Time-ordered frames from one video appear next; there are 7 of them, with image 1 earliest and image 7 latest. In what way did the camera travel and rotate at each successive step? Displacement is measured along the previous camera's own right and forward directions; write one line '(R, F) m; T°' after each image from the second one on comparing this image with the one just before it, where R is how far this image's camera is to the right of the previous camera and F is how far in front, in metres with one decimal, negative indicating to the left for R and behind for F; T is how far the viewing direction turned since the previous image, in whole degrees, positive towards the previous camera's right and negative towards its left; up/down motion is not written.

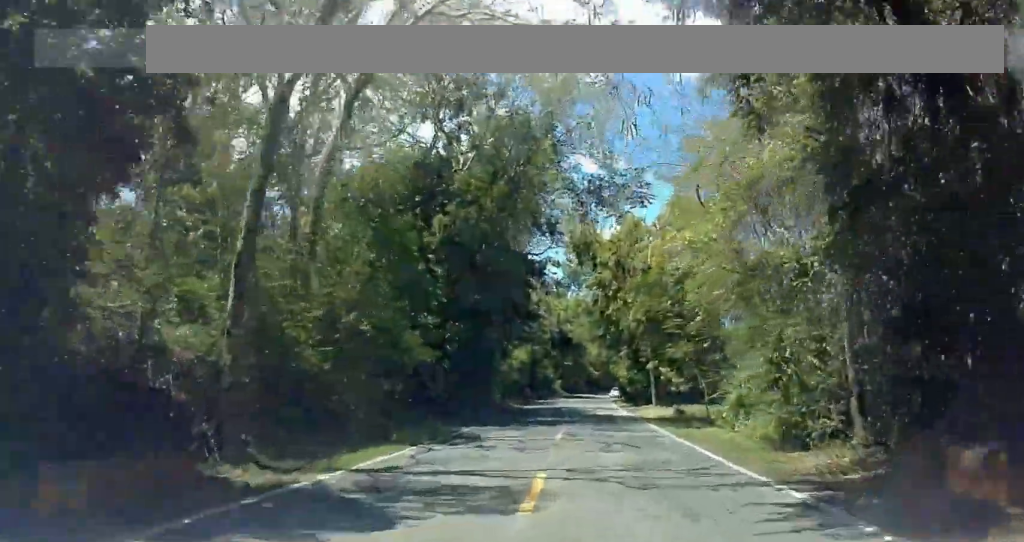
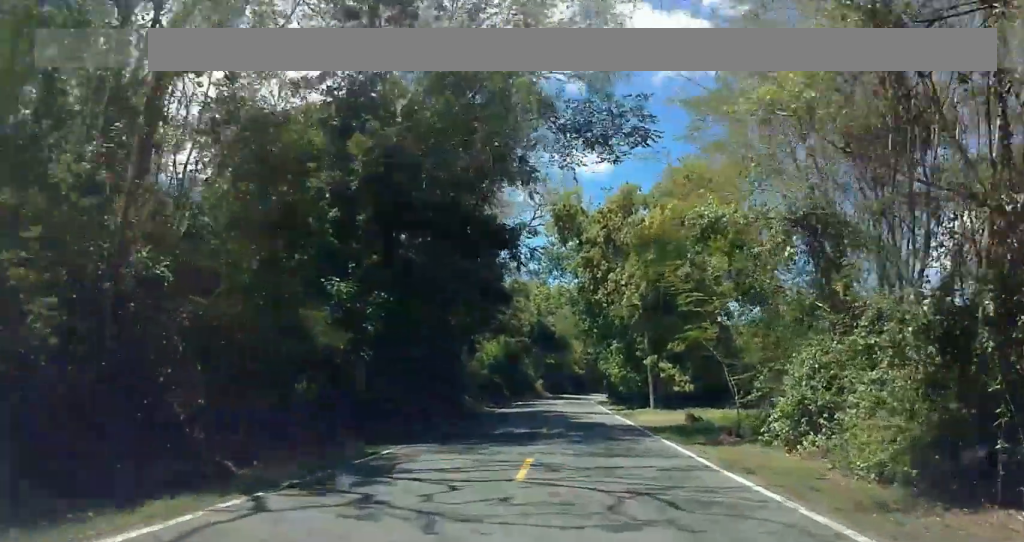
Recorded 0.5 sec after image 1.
(0.0, +8.9) m; 0°
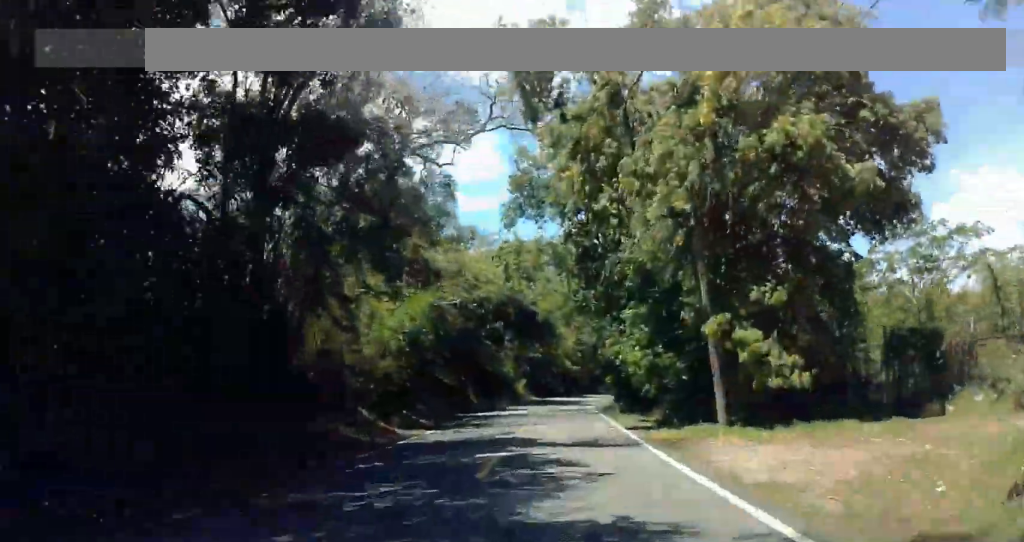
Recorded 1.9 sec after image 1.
(0.0, +22.1) m; 0°
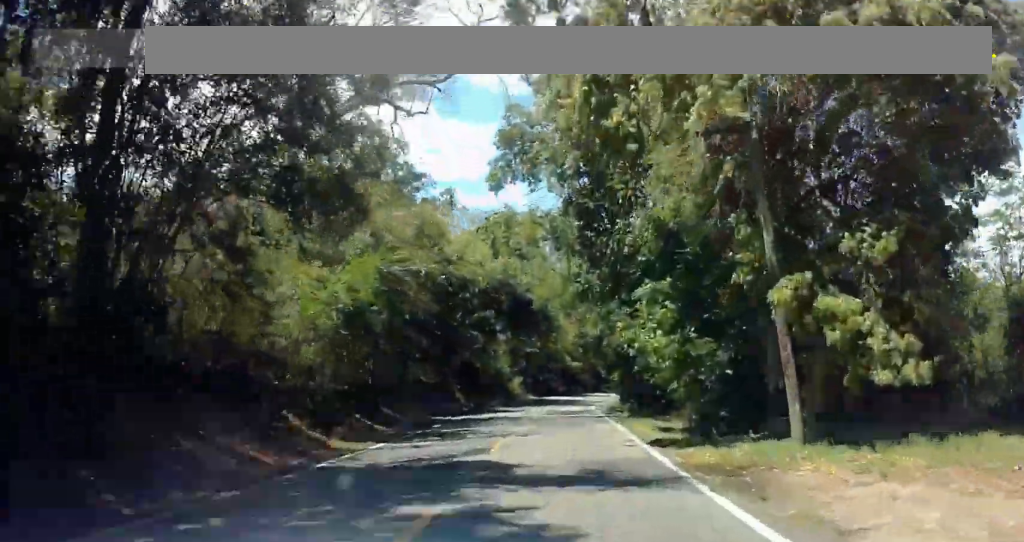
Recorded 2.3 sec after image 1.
(0.0, +7.0) m; 0°
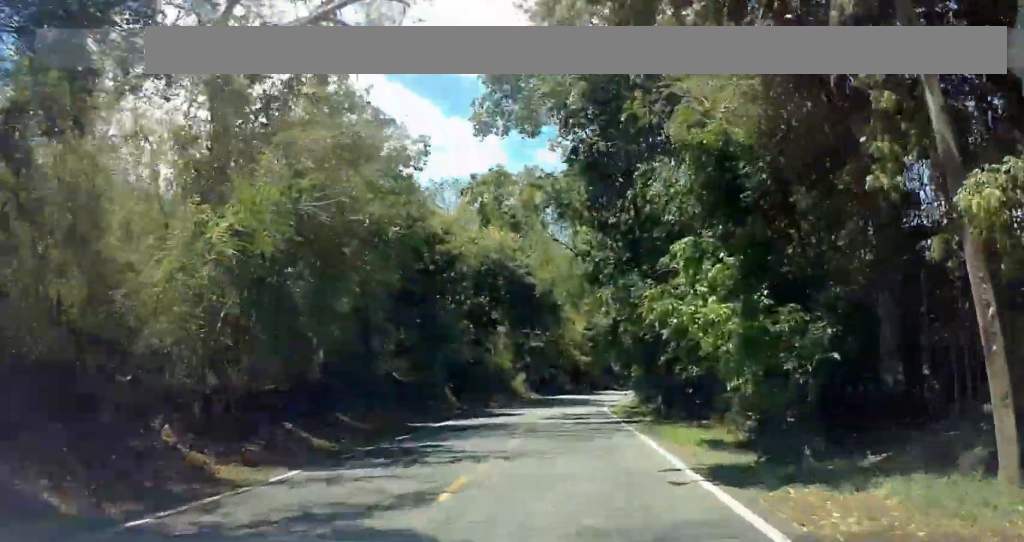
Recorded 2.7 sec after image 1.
(0.0, +7.0) m; 0°
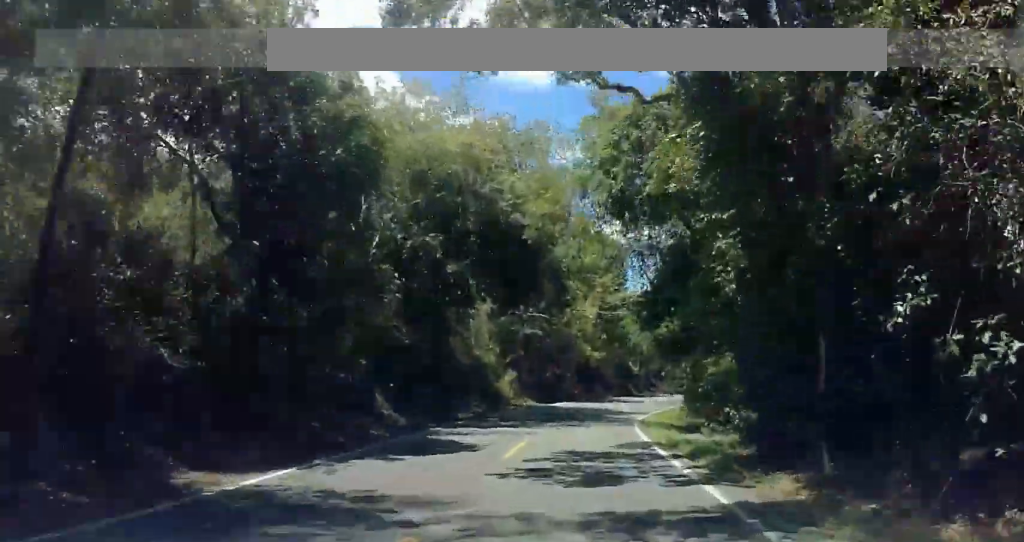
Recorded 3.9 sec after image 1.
(-0.5, +17.9) m; -6°
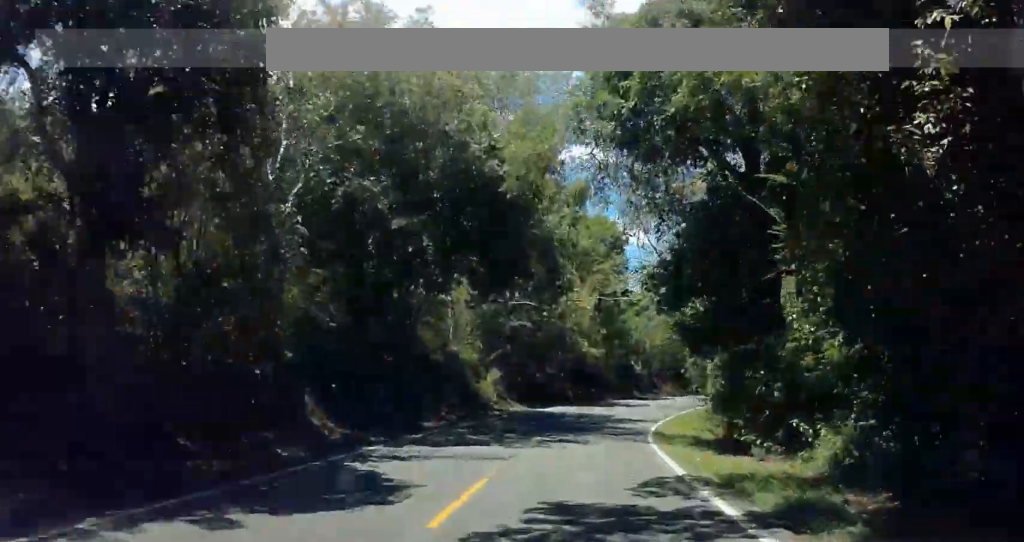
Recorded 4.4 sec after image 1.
(-0.5, +7.3) m; -2°
